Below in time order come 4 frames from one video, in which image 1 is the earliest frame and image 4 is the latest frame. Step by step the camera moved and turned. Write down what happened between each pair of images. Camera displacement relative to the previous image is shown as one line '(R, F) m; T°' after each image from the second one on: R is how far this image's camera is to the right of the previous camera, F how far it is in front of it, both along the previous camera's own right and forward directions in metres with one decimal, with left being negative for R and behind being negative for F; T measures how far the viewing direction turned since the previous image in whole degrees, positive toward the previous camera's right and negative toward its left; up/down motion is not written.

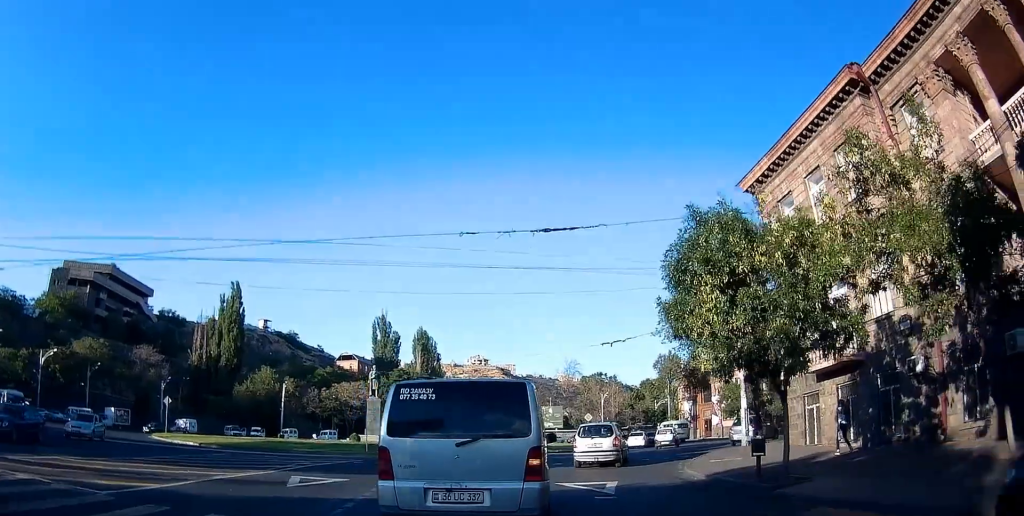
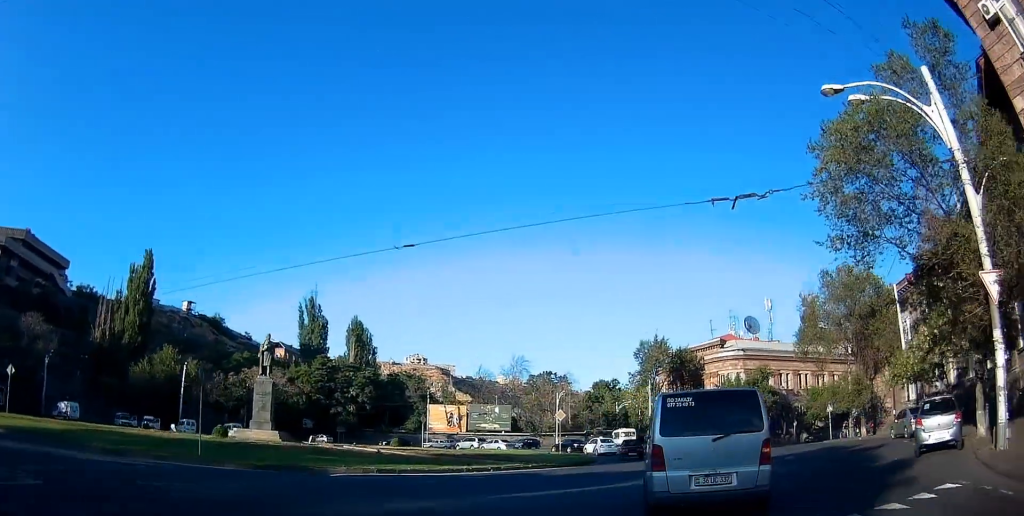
(-1.1, +18.1) m; +6°
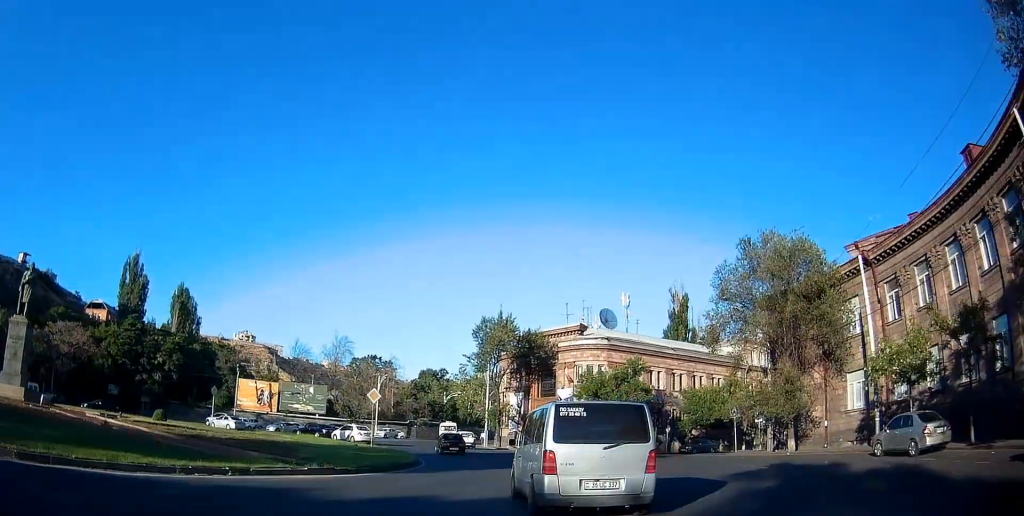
(+1.9, +10.6) m; +14°
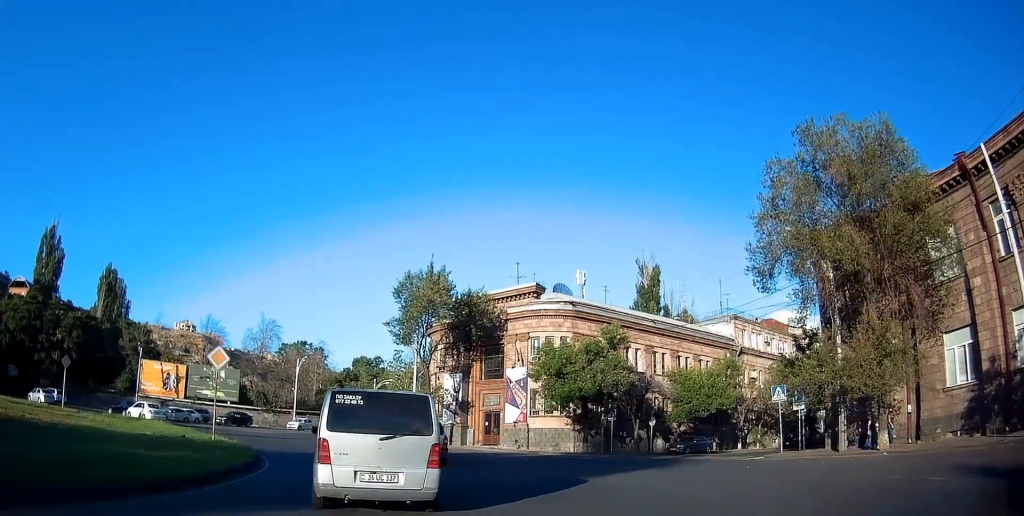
(+1.0, +13.0) m; +8°
